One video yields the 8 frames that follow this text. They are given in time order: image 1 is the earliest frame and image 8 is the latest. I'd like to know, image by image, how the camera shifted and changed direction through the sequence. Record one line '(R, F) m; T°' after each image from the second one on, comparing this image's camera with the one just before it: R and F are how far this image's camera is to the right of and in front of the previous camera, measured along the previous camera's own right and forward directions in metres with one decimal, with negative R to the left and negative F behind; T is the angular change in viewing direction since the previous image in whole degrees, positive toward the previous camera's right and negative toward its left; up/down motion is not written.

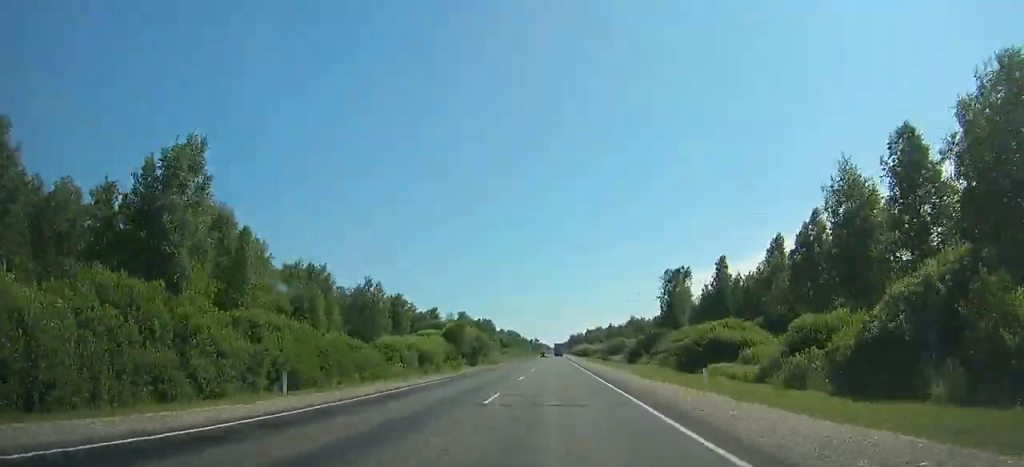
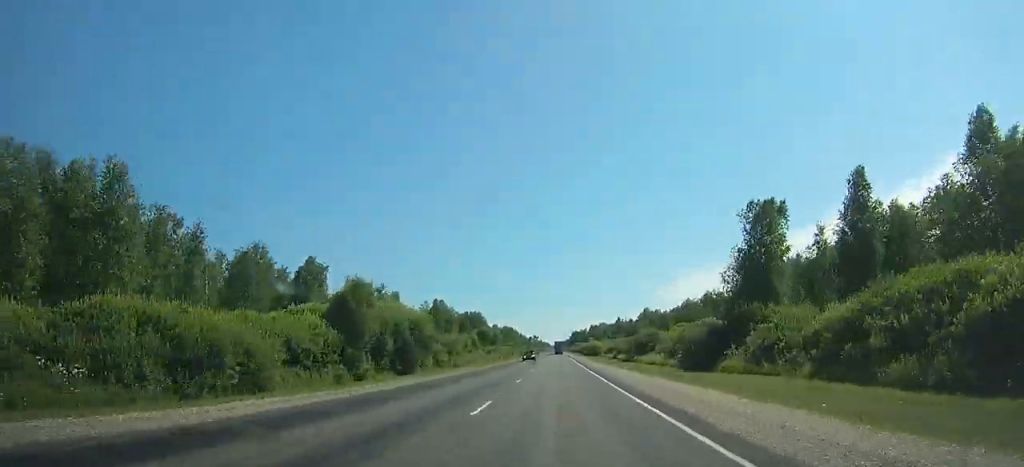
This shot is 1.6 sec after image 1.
(+0.4, +39.6) m; +1°
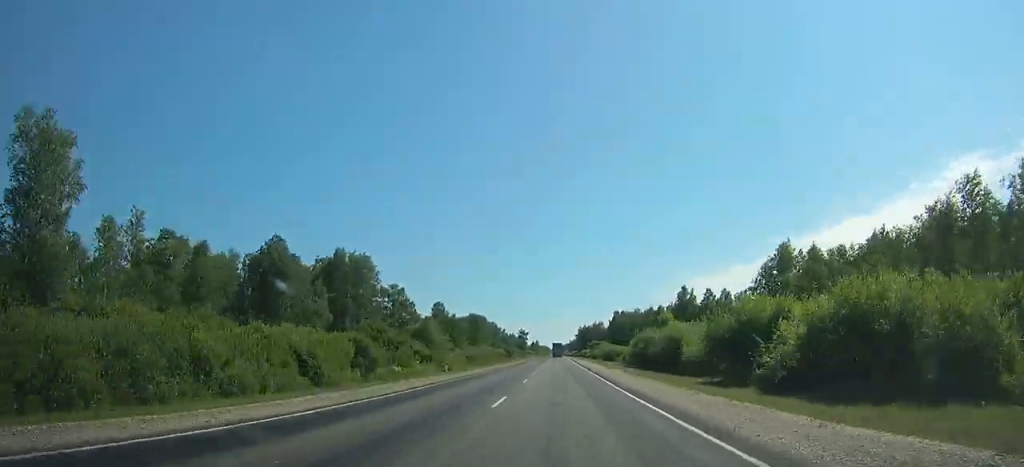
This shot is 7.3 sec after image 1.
(+0.5, +141.9) m; 0°
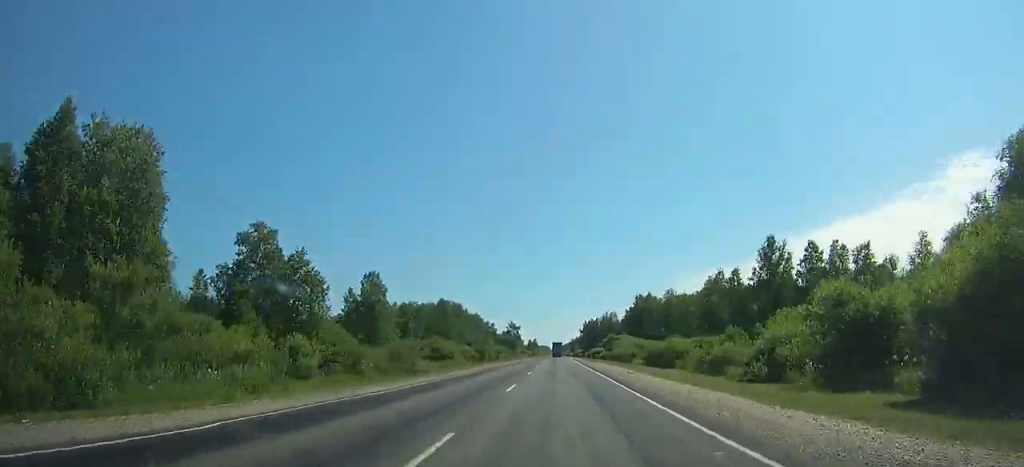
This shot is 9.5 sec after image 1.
(-0.3, +55.5) m; 0°
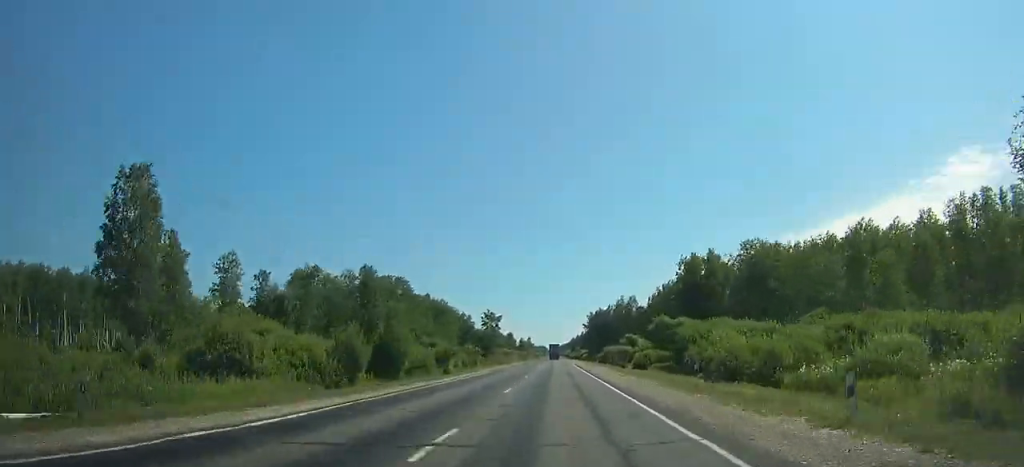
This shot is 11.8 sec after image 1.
(0.0, +58.5) m; 0°
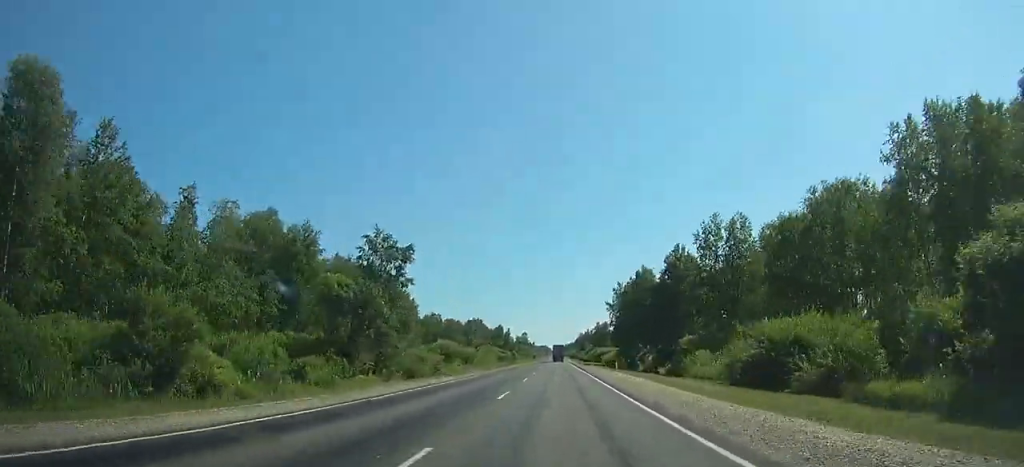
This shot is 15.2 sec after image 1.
(-0.1, +86.8) m; 0°
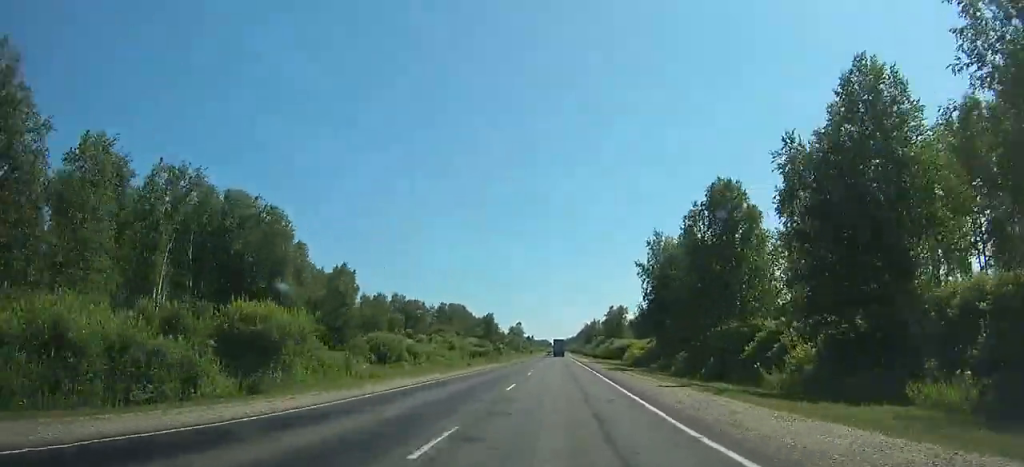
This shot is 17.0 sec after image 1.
(+0.1, +46.2) m; 0°
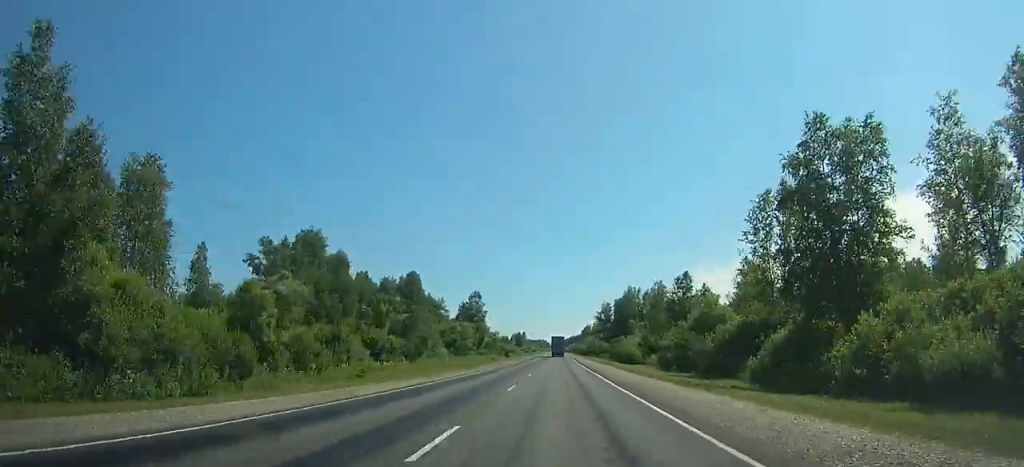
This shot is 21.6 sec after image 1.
(+0.2, +118.6) m; 0°
